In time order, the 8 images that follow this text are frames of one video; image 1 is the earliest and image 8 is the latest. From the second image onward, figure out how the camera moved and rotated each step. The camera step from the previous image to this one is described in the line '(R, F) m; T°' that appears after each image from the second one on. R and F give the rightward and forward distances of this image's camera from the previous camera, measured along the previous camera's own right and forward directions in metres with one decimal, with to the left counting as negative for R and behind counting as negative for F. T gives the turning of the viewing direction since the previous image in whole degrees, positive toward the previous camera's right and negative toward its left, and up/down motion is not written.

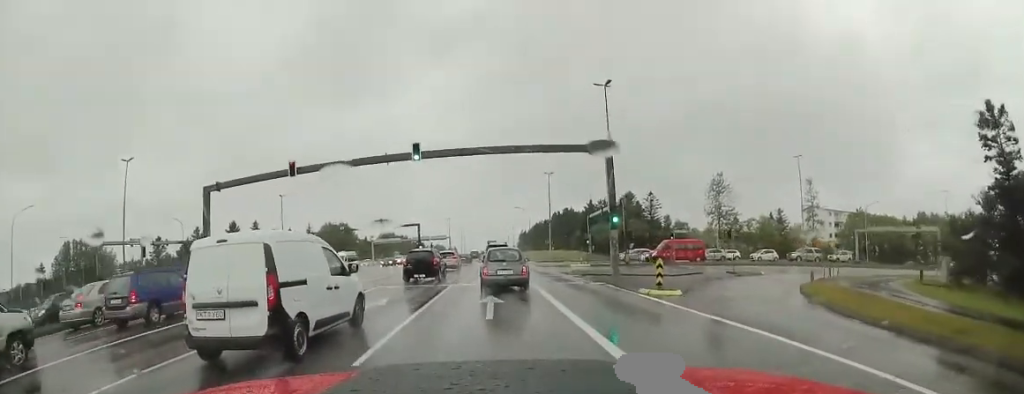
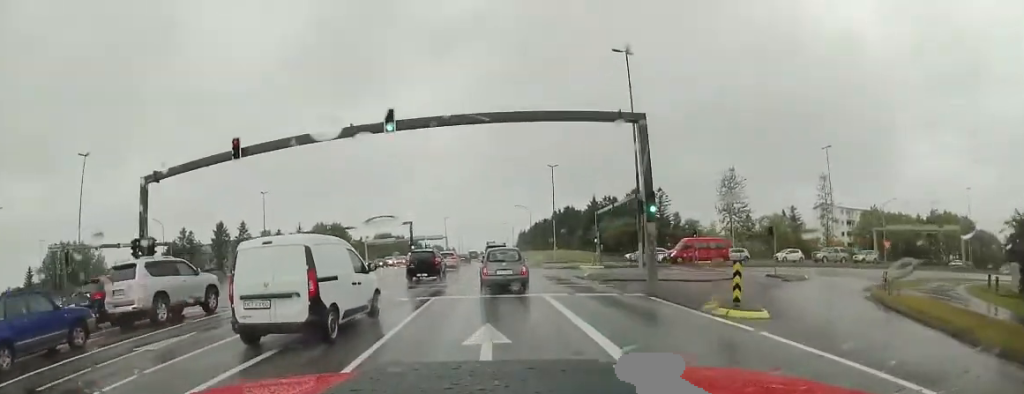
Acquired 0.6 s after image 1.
(+0.1, +5.8) m; +1°
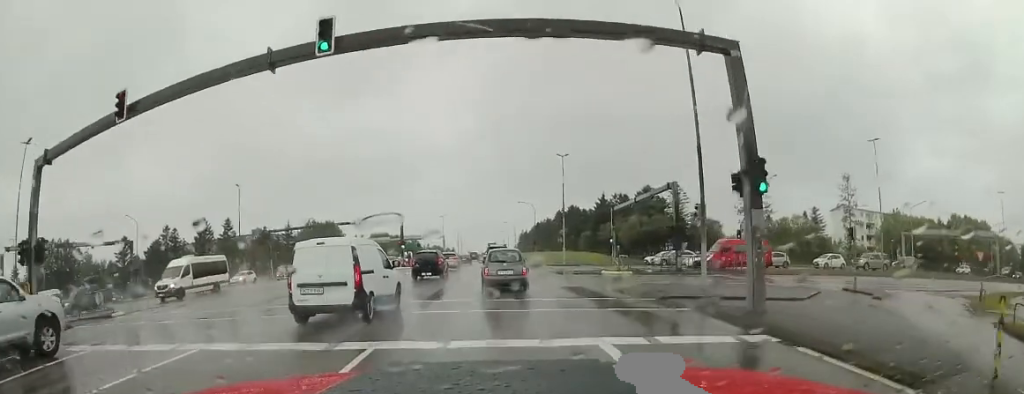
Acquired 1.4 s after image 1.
(0.0, +7.4) m; +1°
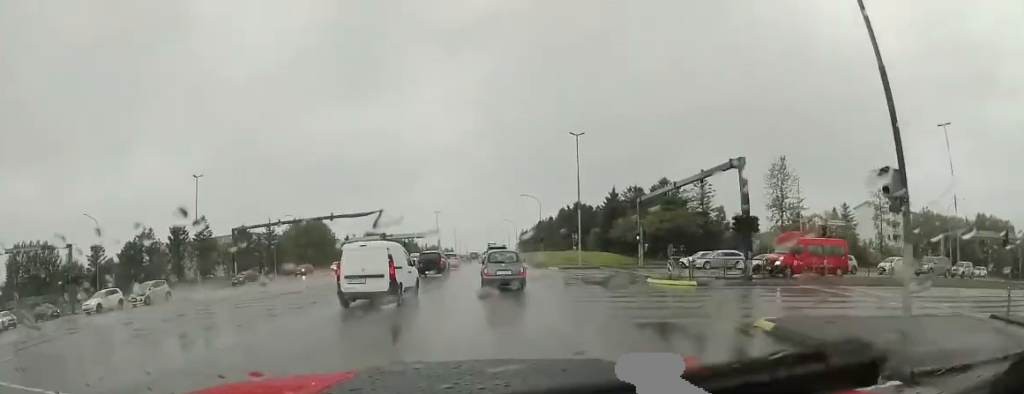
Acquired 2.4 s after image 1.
(+0.1, +9.7) m; 0°
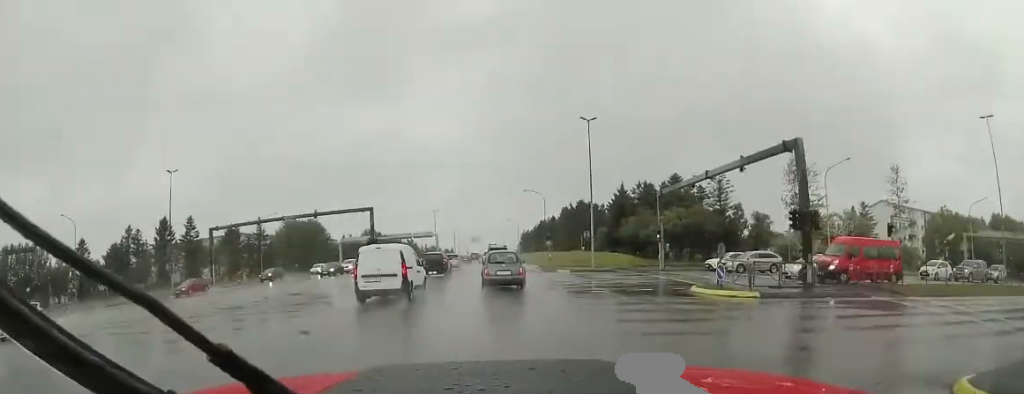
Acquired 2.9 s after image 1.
(-0.1, +5.2) m; -1°
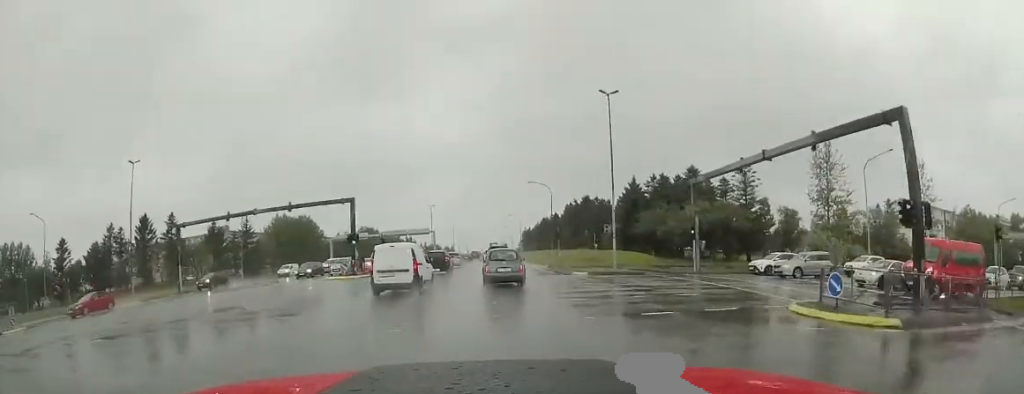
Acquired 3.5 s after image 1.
(-0.1, +6.4) m; -1°
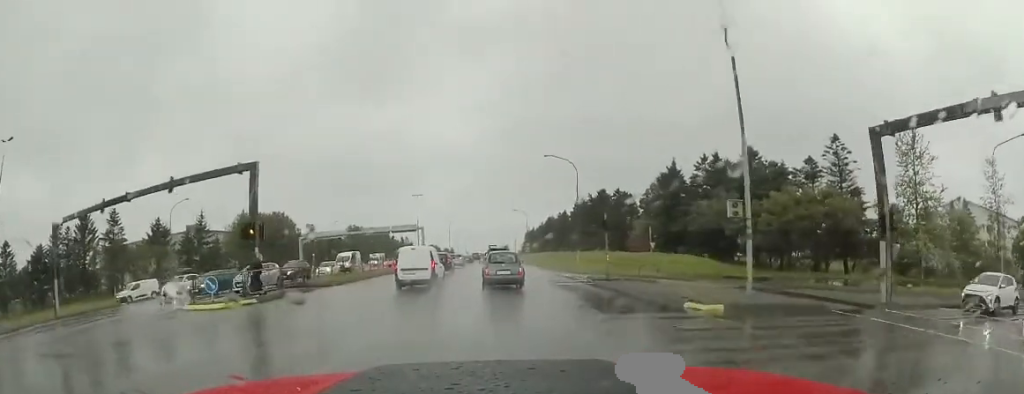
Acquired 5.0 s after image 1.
(+0.2, +16.9) m; 0°
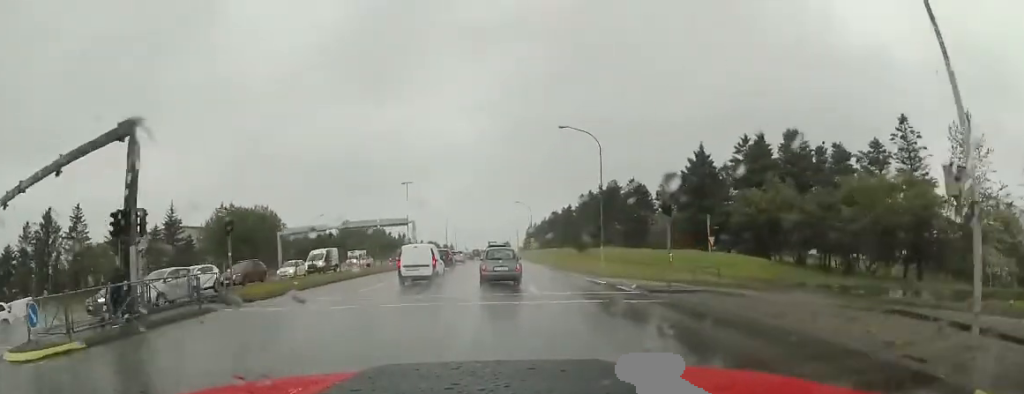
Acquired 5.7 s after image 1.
(0.0, +8.8) m; 0°
